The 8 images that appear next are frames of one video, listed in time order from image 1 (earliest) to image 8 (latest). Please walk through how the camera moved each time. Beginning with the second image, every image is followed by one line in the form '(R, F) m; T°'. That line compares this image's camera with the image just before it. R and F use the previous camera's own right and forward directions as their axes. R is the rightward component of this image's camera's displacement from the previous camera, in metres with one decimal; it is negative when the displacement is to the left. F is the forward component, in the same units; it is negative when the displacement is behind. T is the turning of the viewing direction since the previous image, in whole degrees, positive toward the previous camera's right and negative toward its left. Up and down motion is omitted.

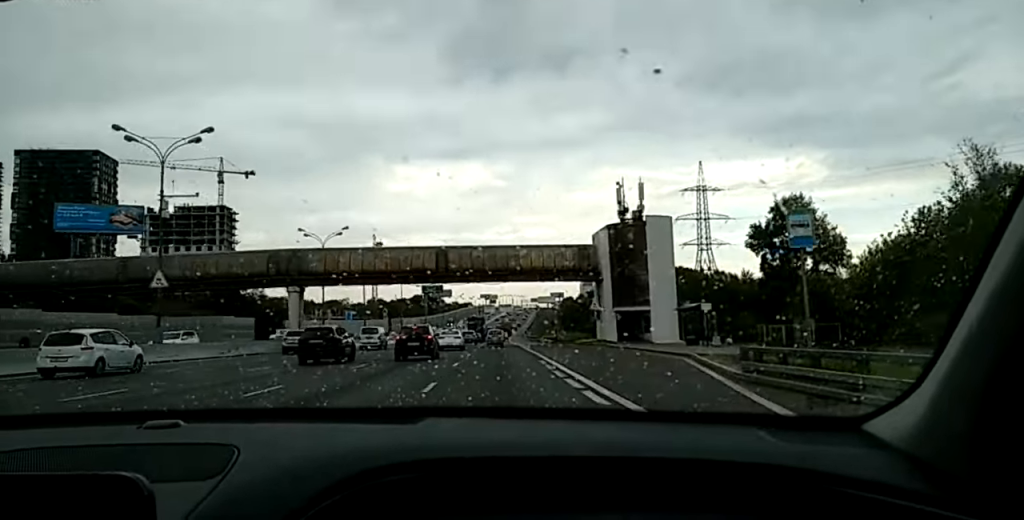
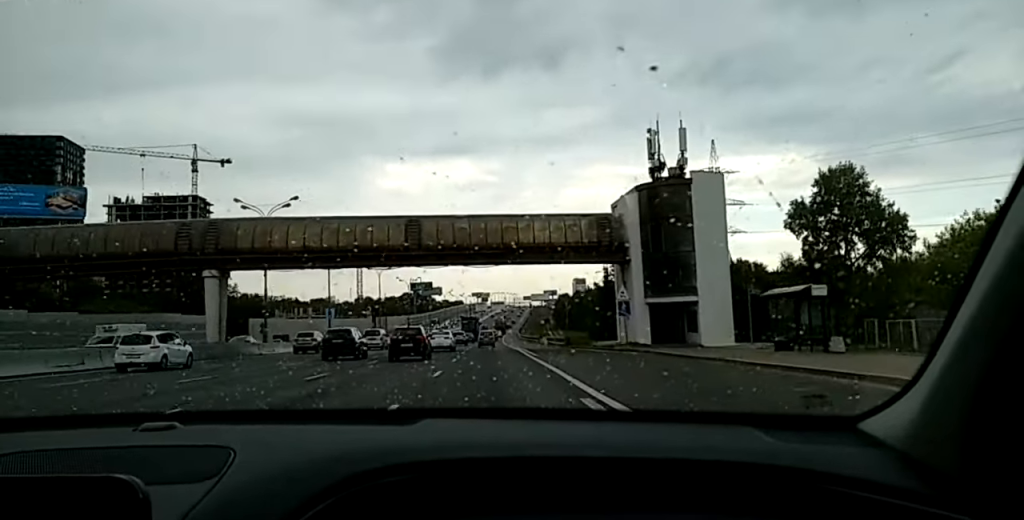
(-0.1, +17.6) m; 0°
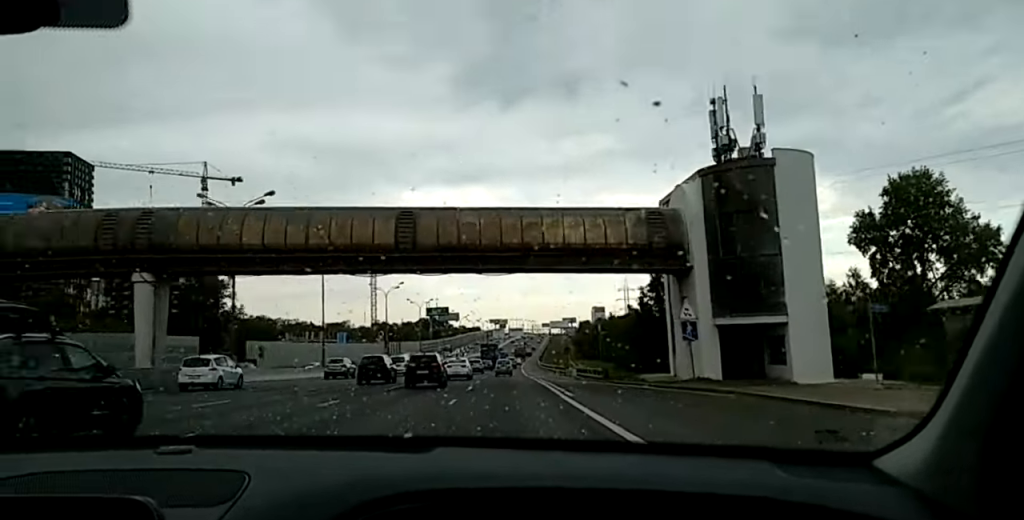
(-0.2, +12.0) m; 0°
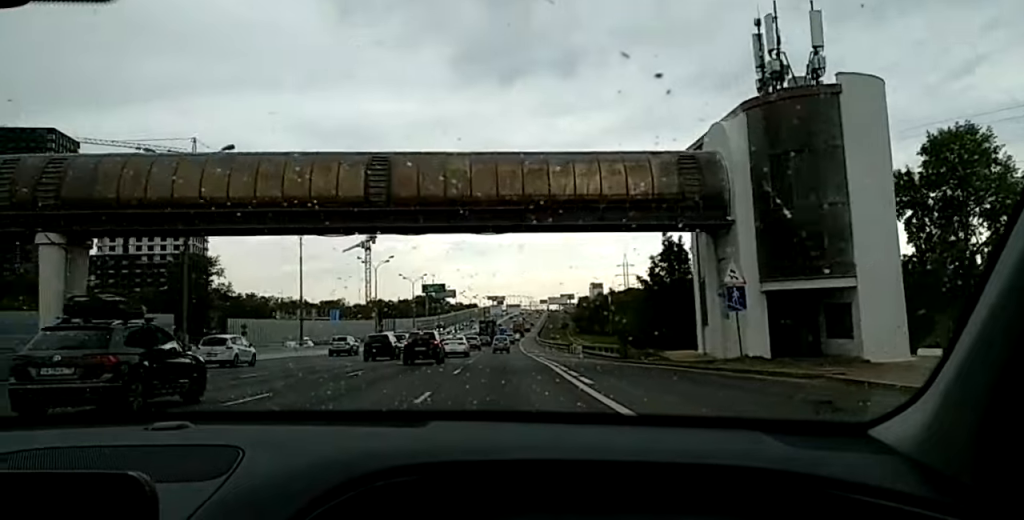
(+0.3, +8.0) m; 0°
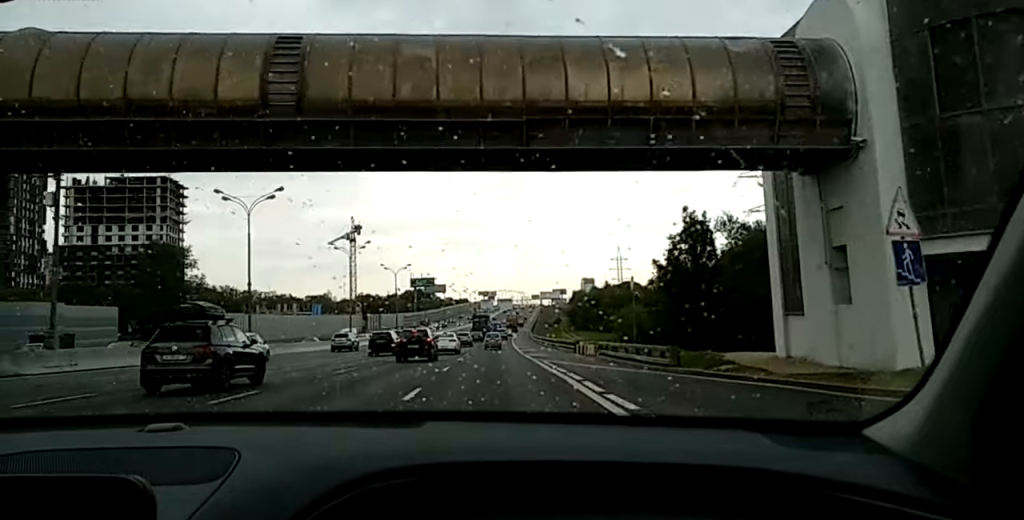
(+0.3, +12.0) m; -1°
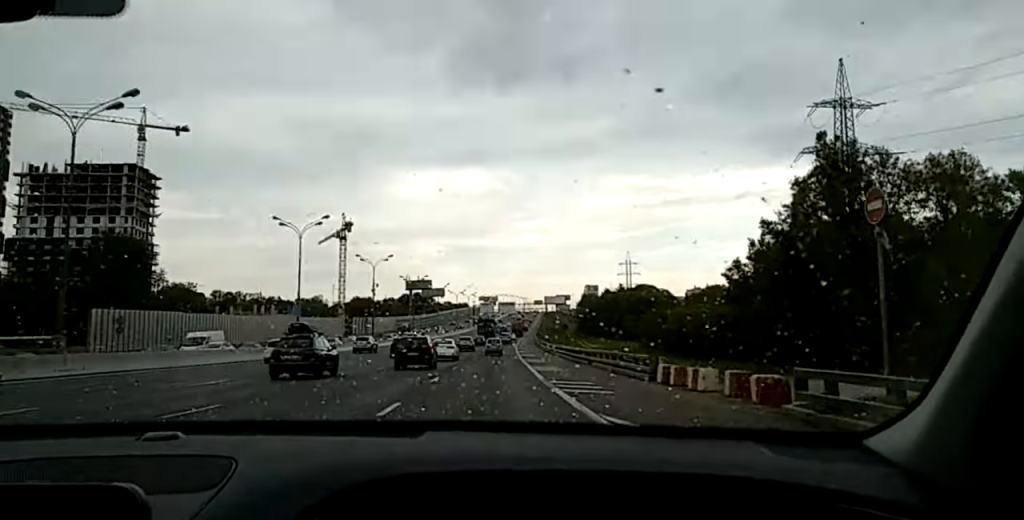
(-1.2, +25.6) m; -2°
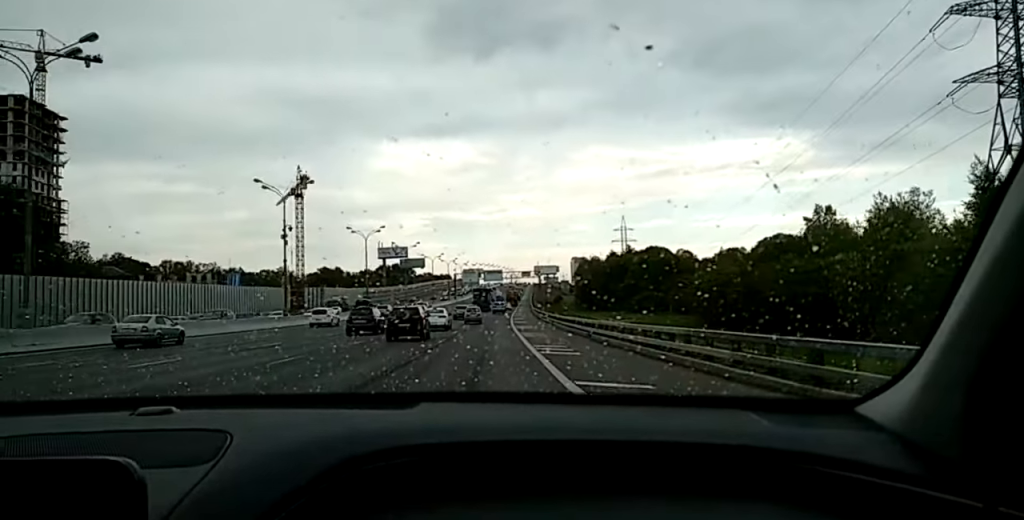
(+1.0, +40.3) m; +3°
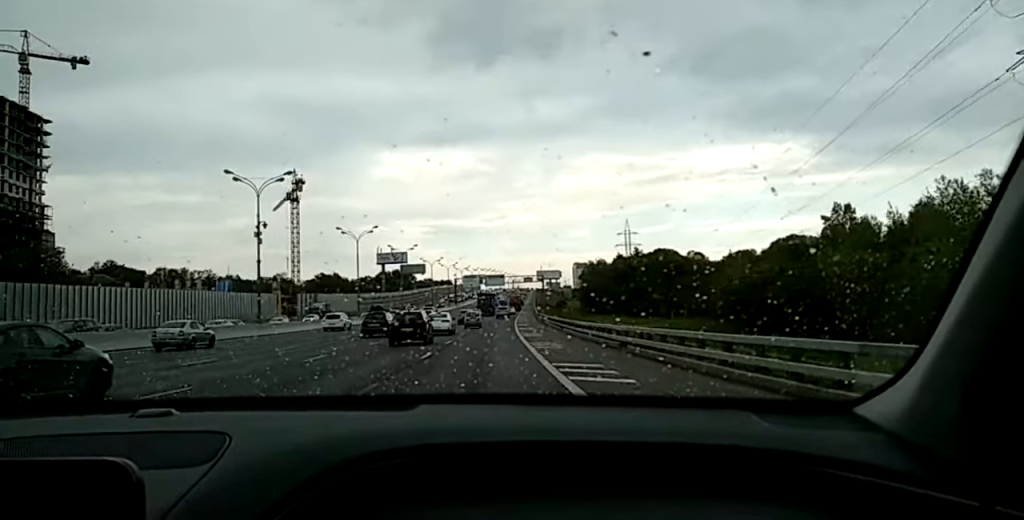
(+0.1, +8.6) m; 0°
